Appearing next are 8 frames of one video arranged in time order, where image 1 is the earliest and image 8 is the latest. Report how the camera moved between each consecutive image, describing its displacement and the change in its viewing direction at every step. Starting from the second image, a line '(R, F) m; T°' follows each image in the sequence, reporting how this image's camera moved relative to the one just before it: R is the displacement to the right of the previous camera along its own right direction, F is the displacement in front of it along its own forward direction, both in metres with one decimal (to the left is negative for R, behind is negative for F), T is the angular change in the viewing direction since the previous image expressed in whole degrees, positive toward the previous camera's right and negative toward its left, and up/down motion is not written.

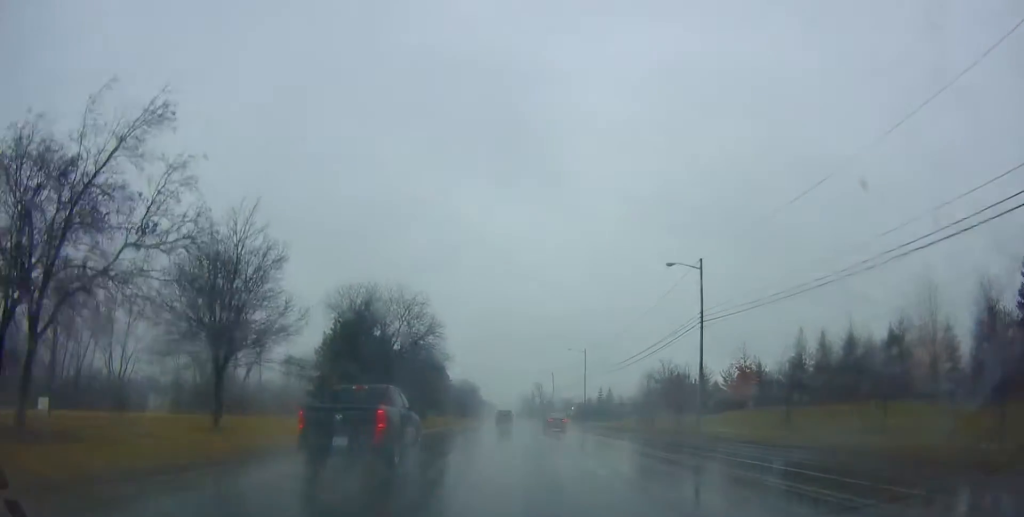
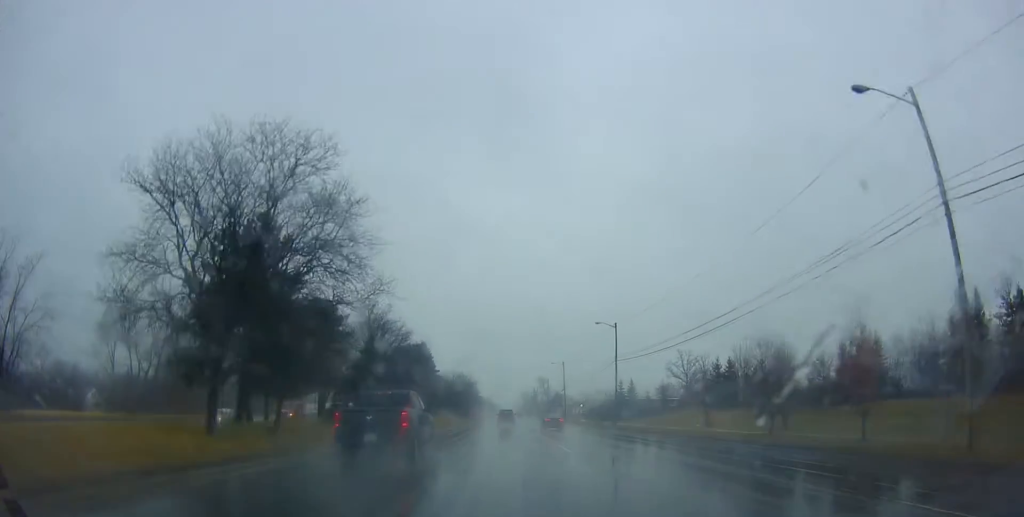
(+0.6, +24.6) m; +1°
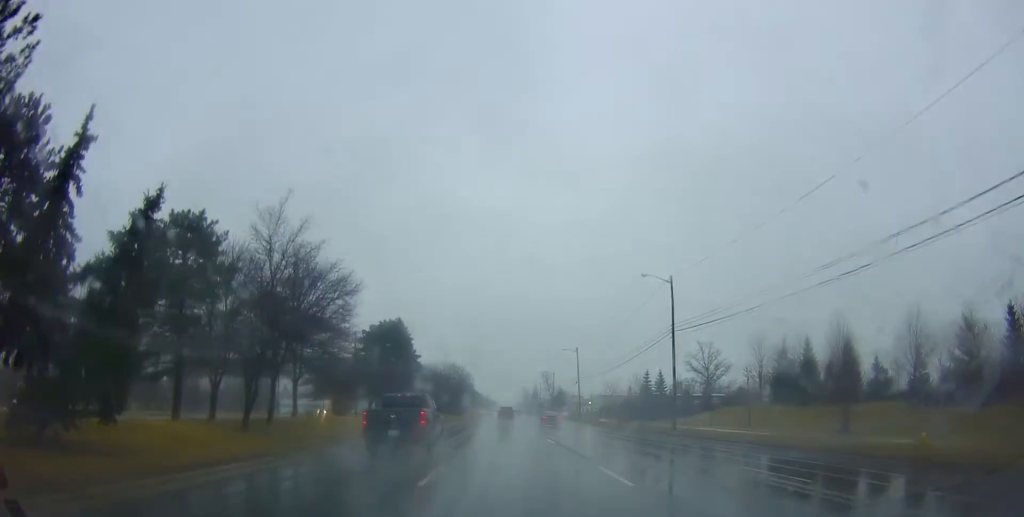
(-0.4, +22.6) m; -2°
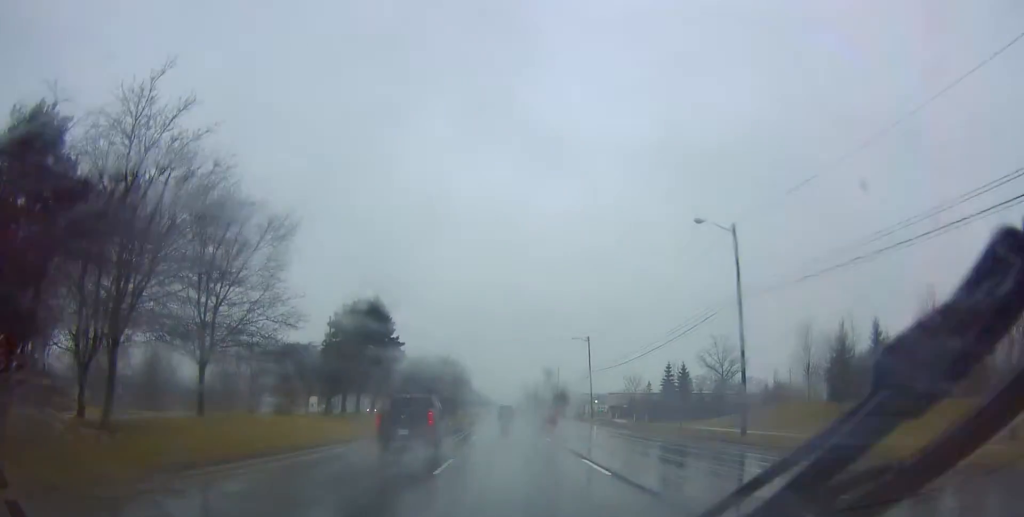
(-0.1, +13.1) m; -1°
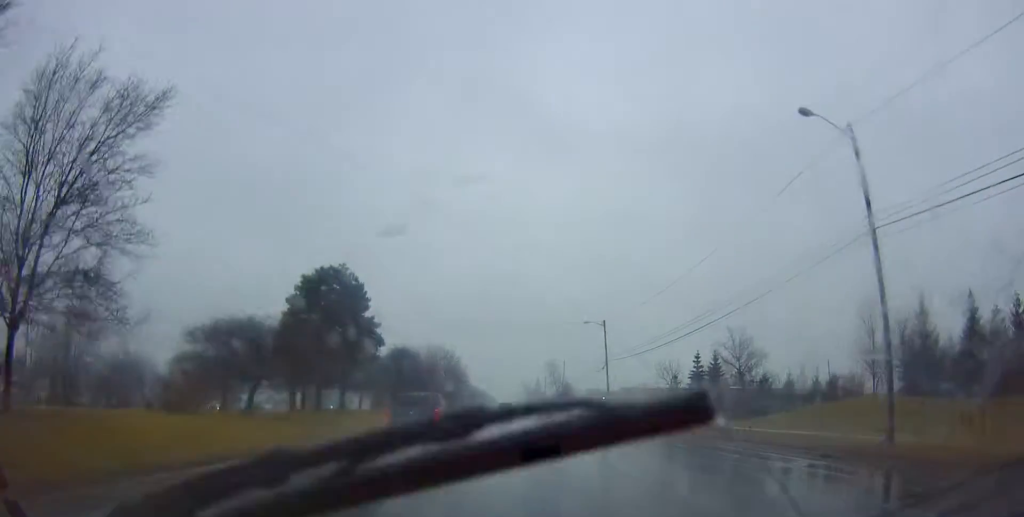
(0.0, +13.3) m; +1°
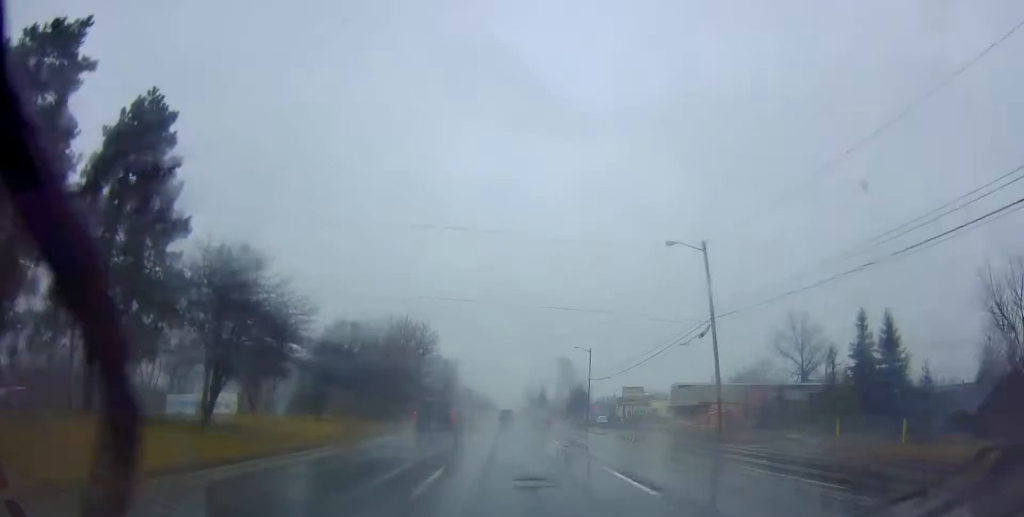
(-0.1, +36.1) m; -1°
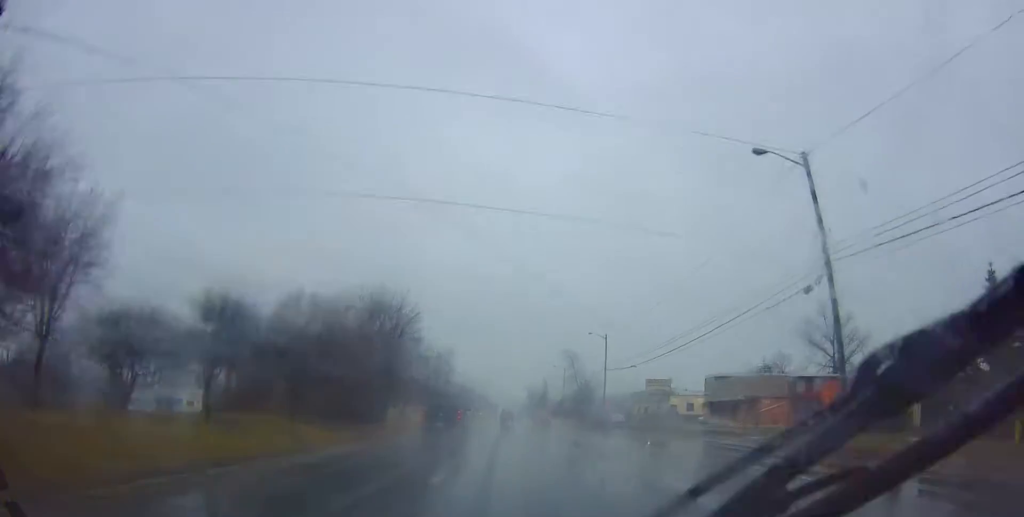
(-0.4, +13.8) m; 0°
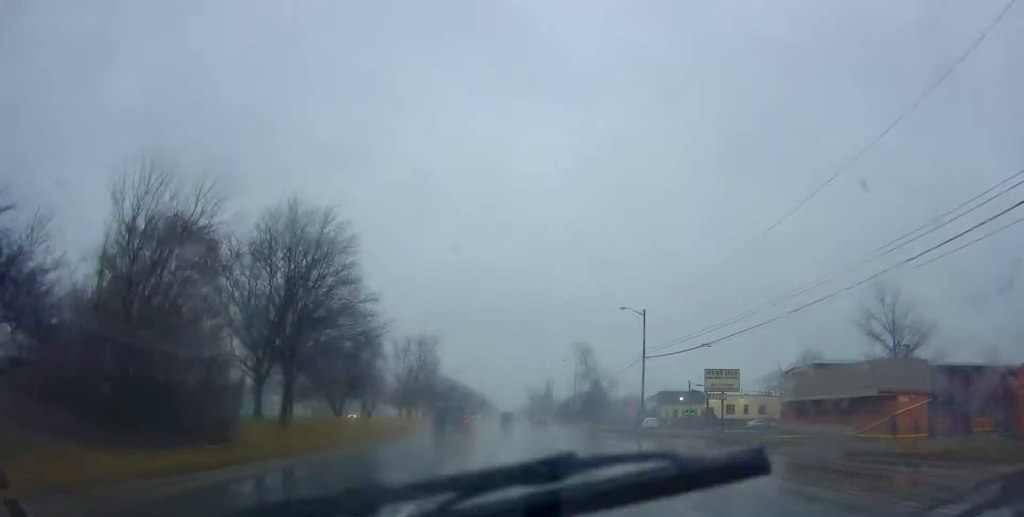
(+0.8, +21.6) m; +4°
